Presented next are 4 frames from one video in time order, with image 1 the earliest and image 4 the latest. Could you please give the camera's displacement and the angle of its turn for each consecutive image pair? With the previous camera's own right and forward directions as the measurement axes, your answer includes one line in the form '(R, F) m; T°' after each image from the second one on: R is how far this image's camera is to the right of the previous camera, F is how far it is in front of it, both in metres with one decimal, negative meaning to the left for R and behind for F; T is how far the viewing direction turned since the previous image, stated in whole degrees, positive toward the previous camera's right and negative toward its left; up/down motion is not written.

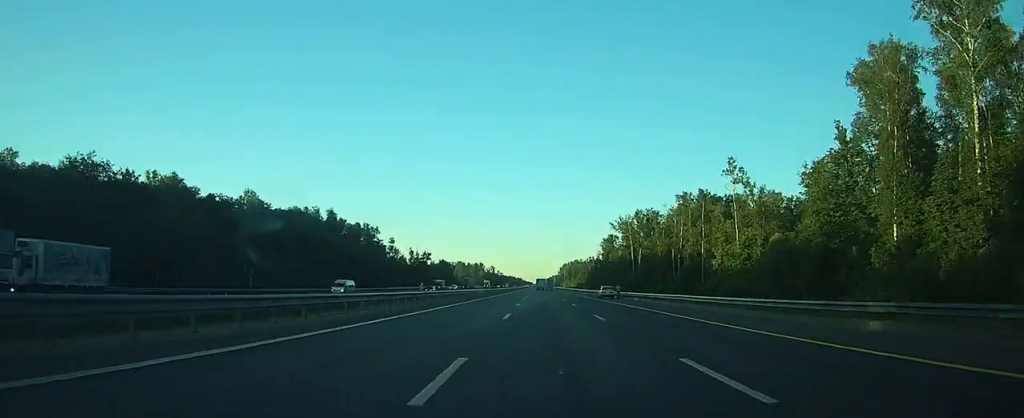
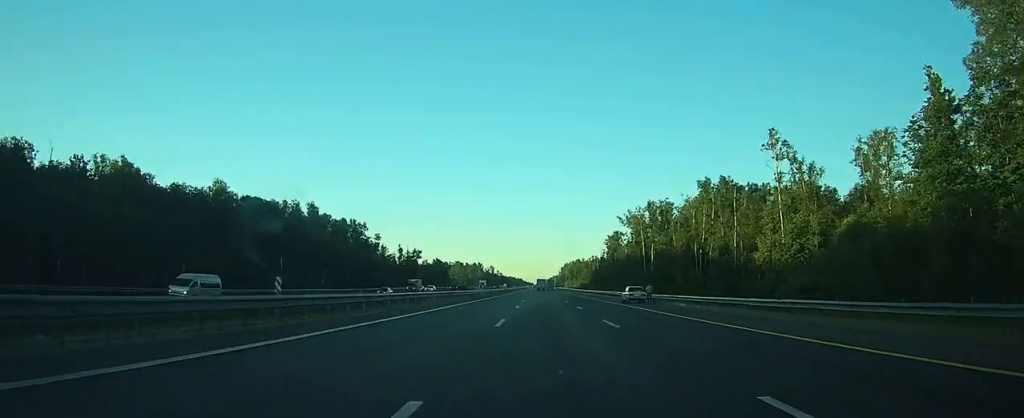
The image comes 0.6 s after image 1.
(0.0, +19.8) m; 0°
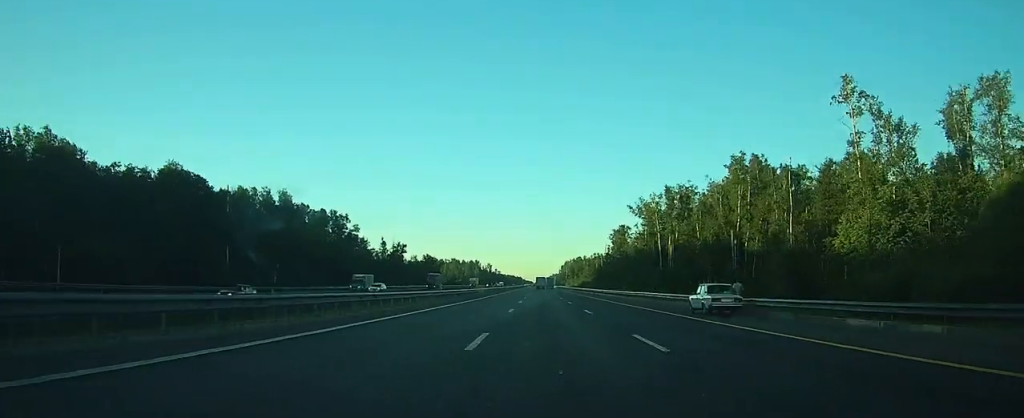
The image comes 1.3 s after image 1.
(0.0, +23.1) m; 0°
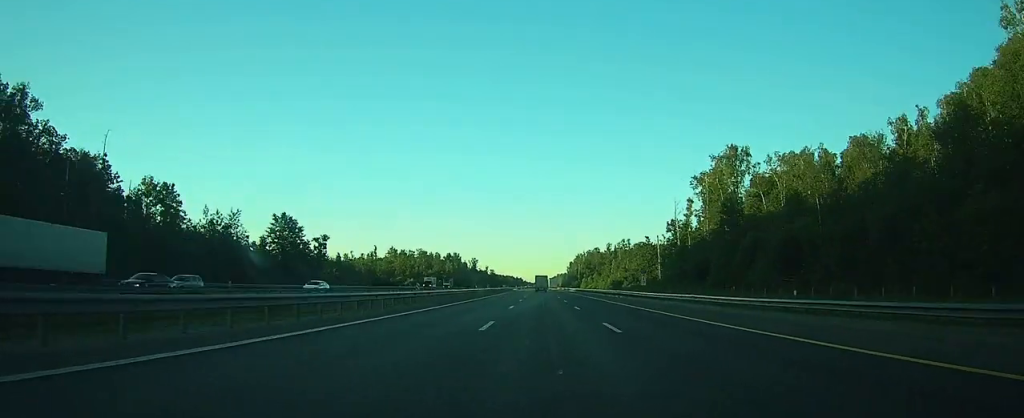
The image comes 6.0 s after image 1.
(+0.8, +155.0) m; 0°
